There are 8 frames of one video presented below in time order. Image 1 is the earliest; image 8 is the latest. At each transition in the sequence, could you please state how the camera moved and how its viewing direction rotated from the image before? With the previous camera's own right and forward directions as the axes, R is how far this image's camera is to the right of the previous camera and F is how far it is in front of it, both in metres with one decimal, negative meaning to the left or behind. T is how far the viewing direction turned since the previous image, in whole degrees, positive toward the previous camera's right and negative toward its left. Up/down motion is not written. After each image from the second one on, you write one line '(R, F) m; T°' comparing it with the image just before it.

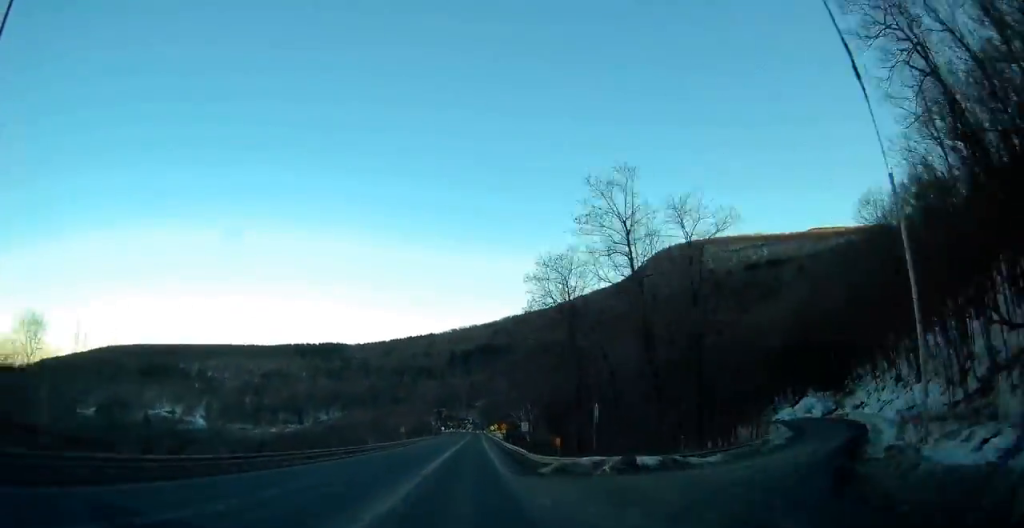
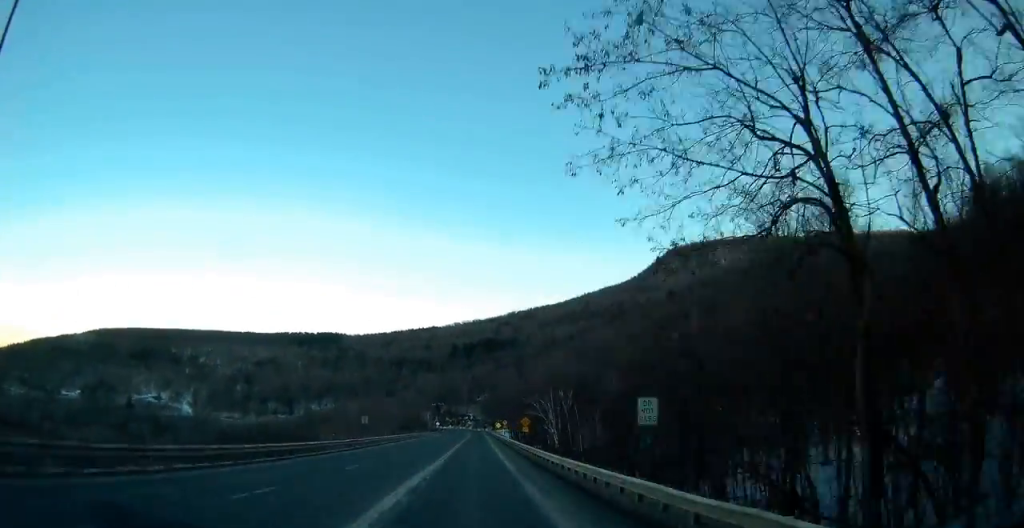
(+0.3, +33.1) m; +1°
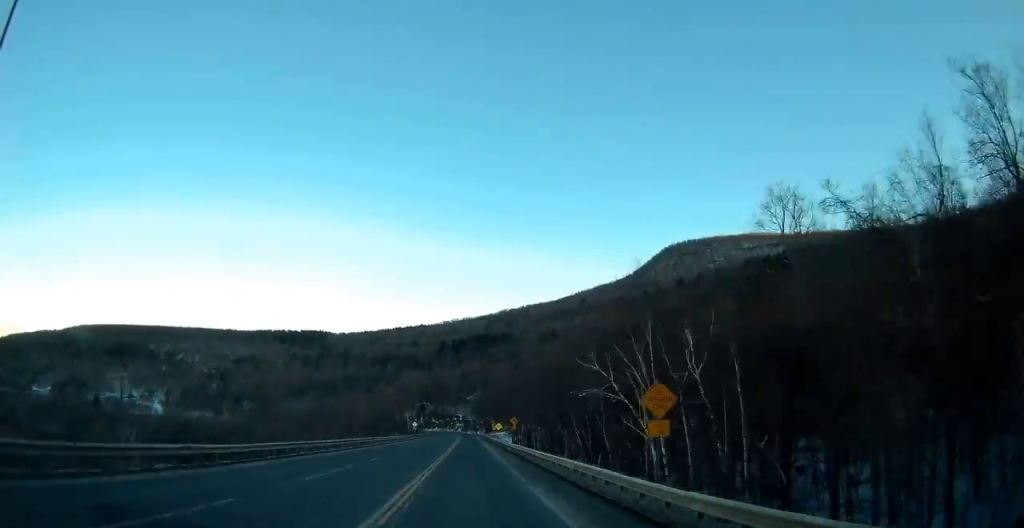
(+0.6, +41.8) m; +1°
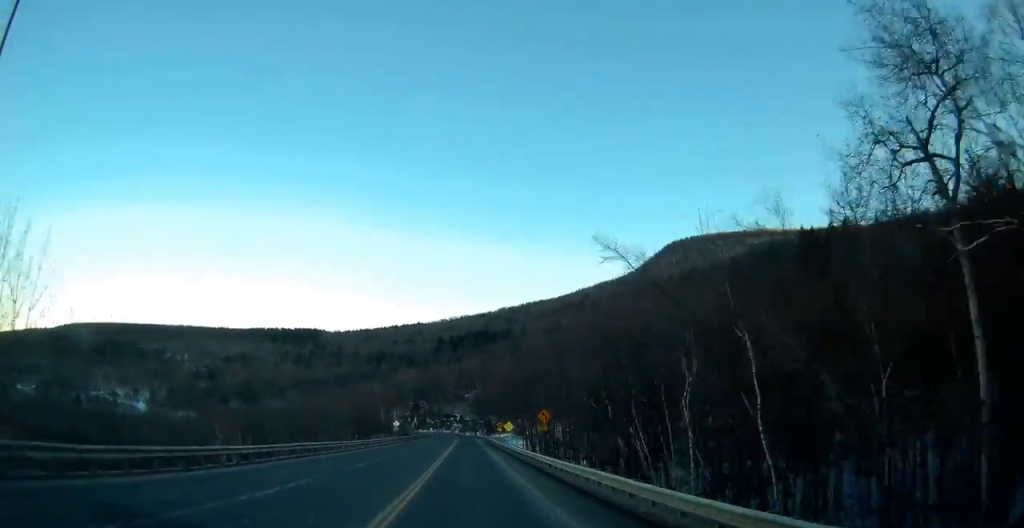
(0.0, +27.7) m; 0°
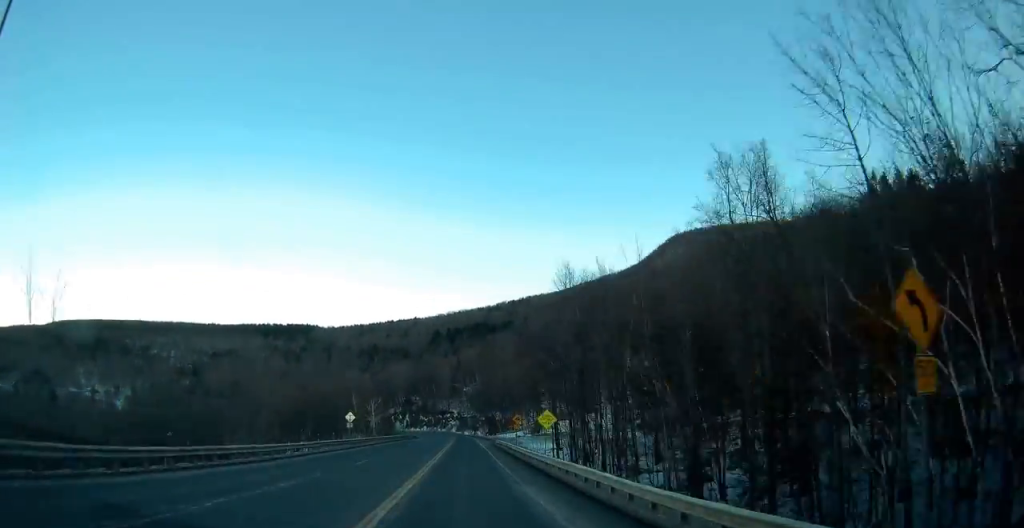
(0.0, +34.5) m; 0°
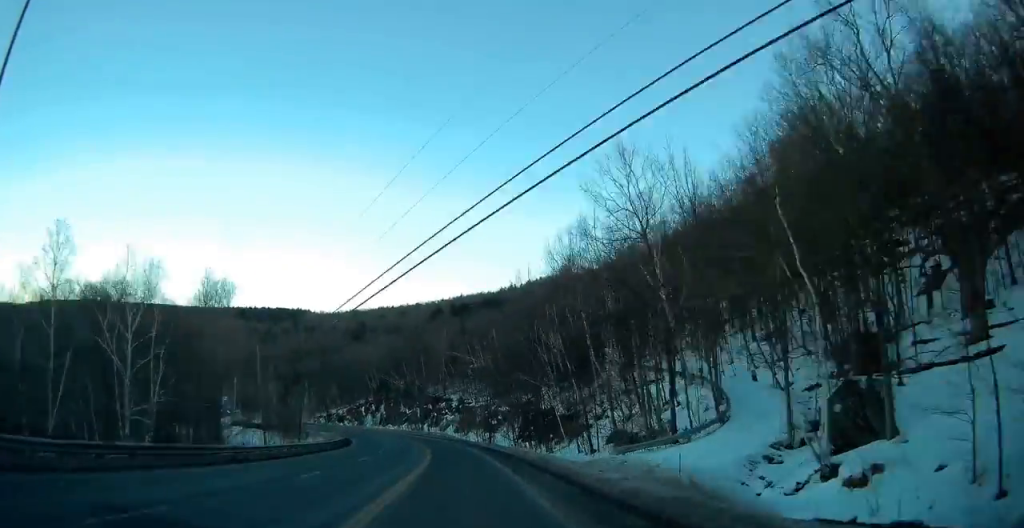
(-0.8, +91.3) m; -3°
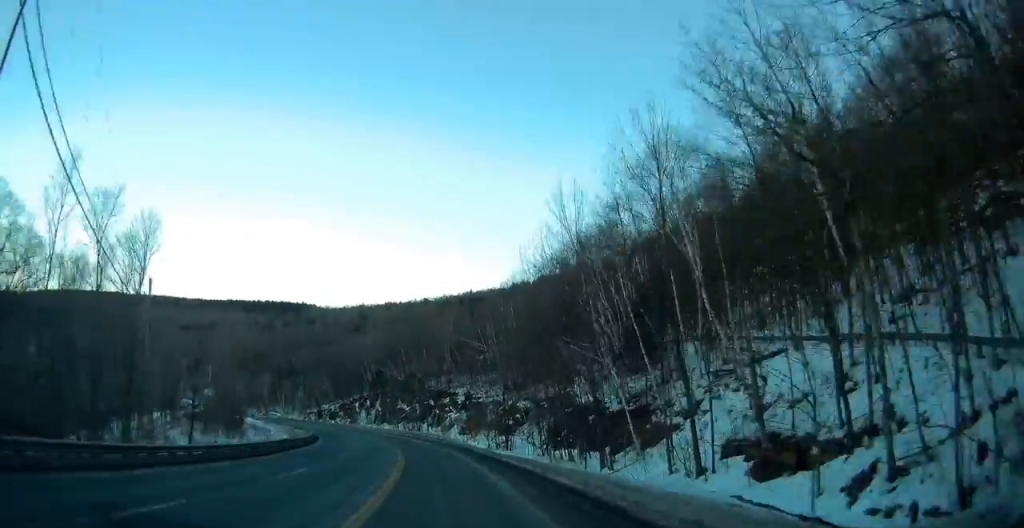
(-0.5, +23.1) m; -3°
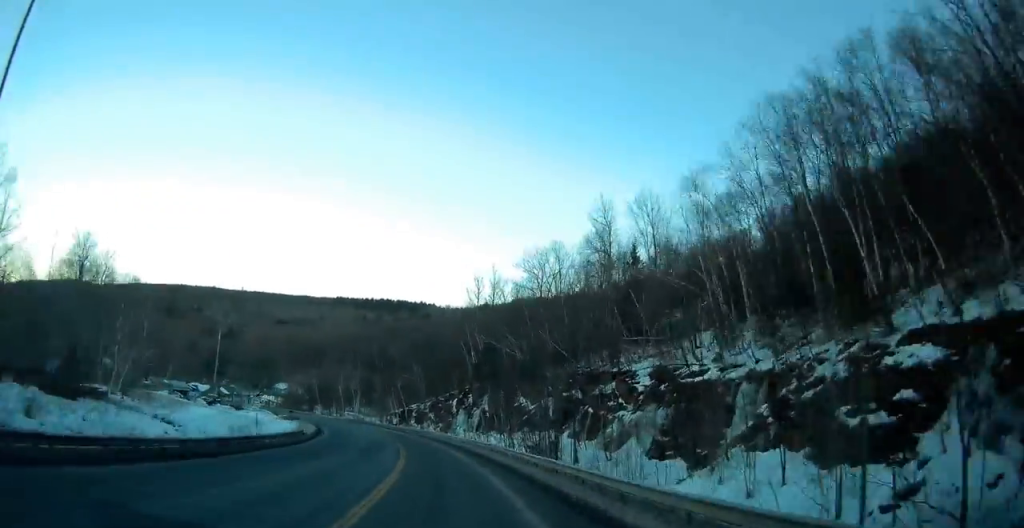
(-3.7, +56.8) m; -10°
